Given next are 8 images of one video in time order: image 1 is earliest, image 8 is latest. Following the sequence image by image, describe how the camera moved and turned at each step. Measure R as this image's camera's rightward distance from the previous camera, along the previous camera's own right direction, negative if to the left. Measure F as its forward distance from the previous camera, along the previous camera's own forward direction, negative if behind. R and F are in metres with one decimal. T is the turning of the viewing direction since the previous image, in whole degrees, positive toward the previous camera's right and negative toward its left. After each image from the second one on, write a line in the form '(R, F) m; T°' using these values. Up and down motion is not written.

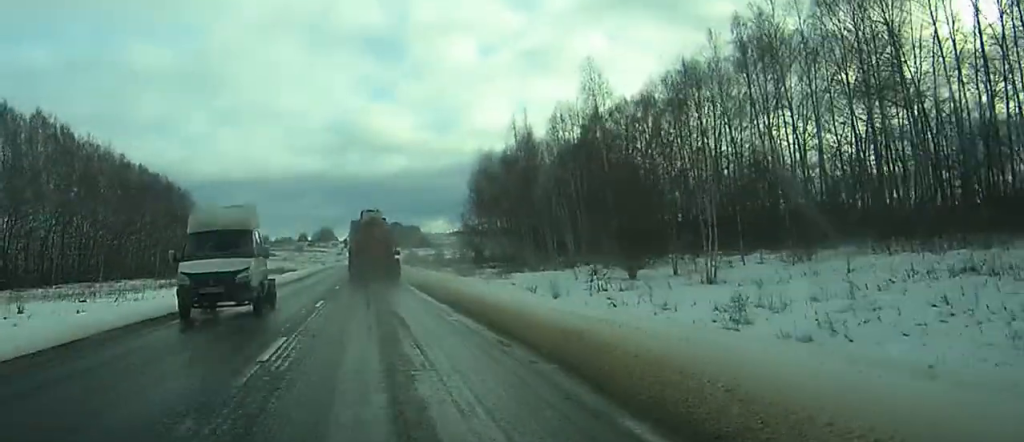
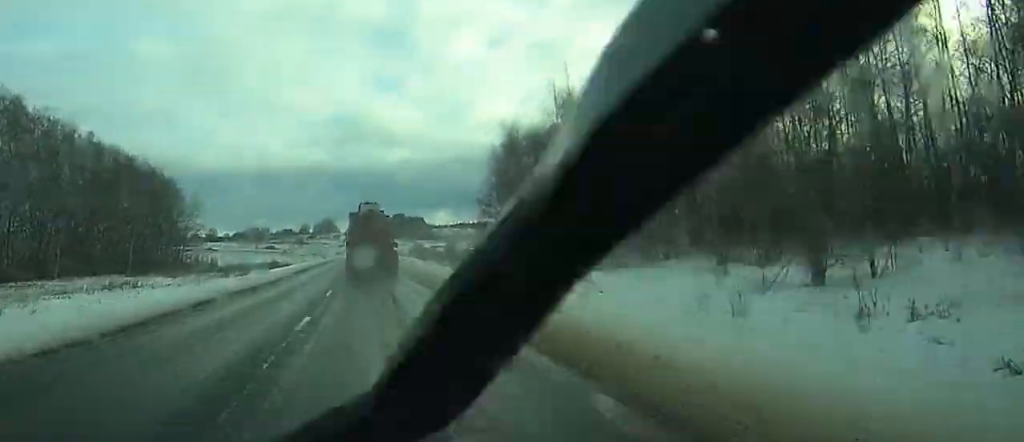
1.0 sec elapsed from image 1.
(0.0, +23.3) m; 0°
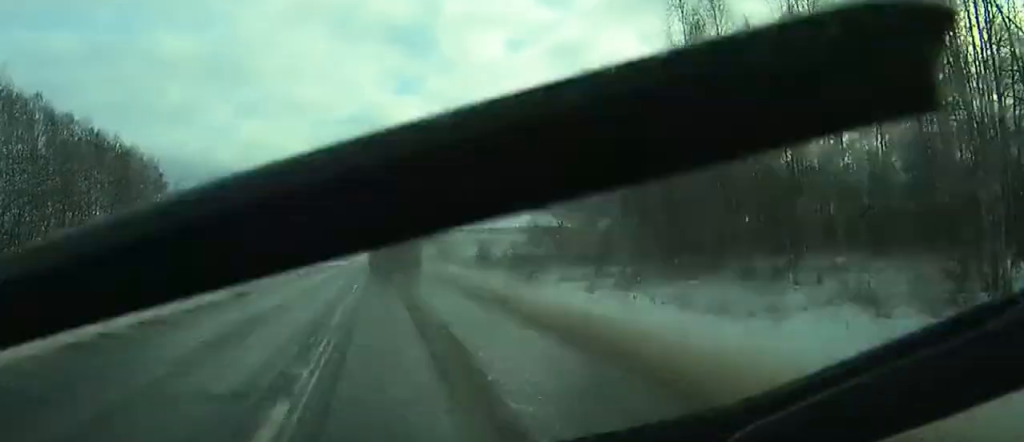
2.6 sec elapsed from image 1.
(0.0, +34.3) m; 0°
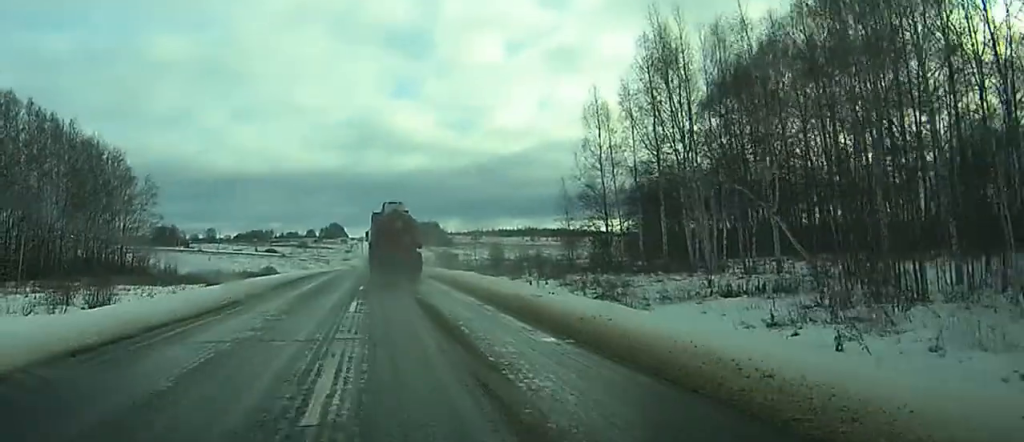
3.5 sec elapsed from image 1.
(0.0, +21.4) m; 0°
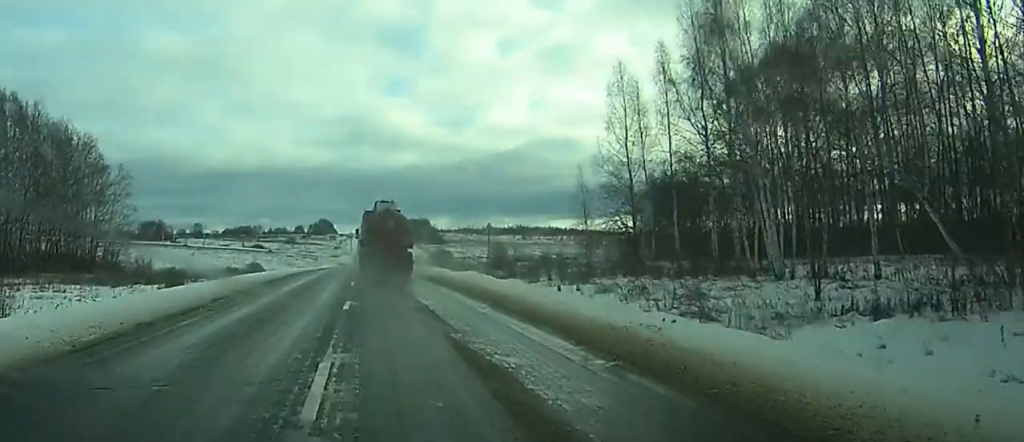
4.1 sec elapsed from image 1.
(0.0, +11.8) m; 0°
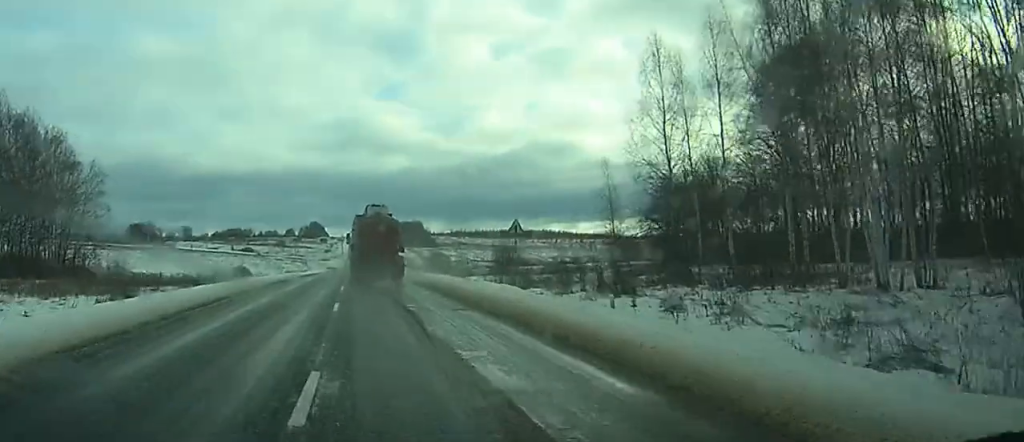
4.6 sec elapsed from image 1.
(0.0, +11.6) m; 0°
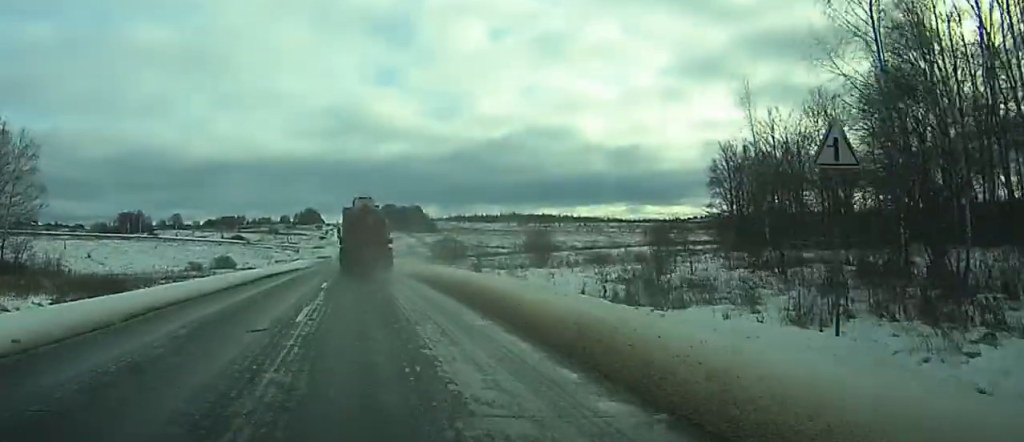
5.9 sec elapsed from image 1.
(0.0, +28.2) m; 0°
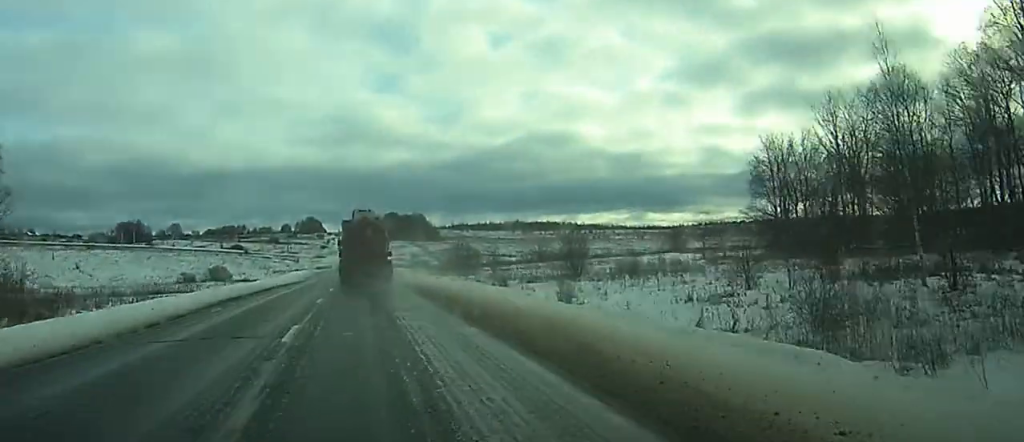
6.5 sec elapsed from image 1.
(0.0, +13.0) m; 0°
